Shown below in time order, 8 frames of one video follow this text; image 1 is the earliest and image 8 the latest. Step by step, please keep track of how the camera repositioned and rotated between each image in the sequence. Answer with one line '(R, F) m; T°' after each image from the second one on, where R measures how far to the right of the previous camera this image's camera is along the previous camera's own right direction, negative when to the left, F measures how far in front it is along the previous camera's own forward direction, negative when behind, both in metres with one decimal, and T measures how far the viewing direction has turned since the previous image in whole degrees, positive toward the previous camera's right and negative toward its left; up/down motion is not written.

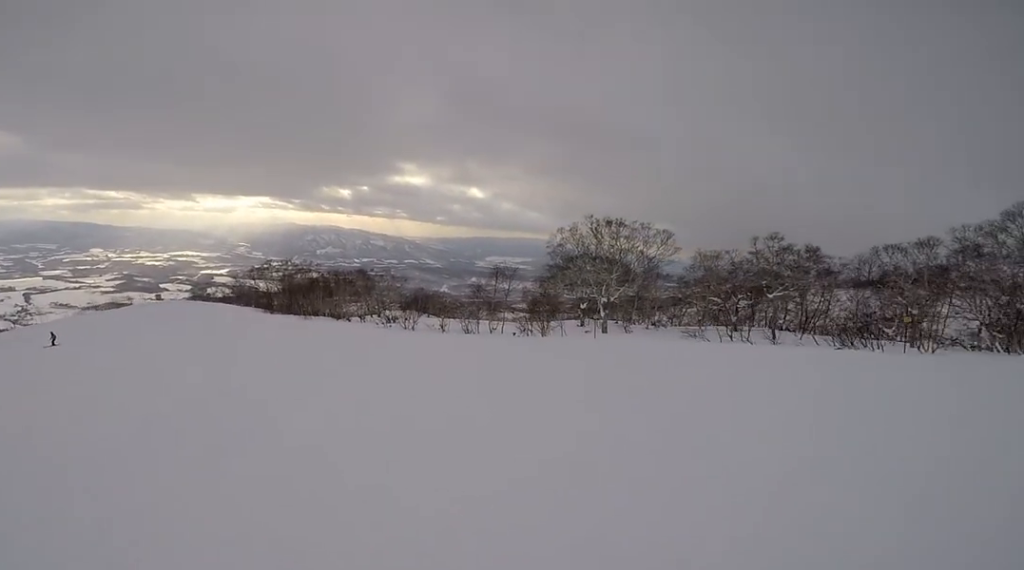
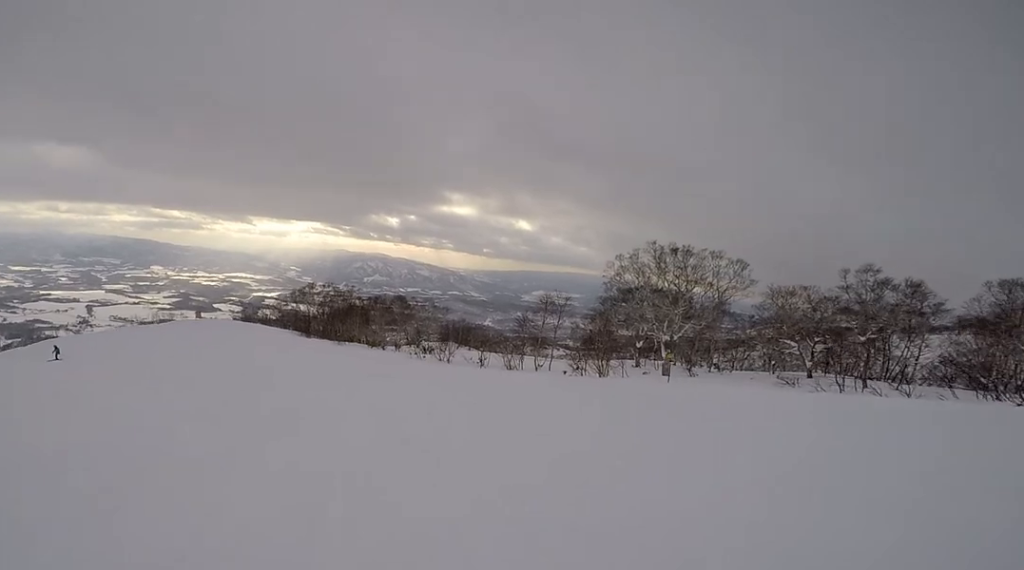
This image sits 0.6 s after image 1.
(+0.2, +3.2) m; +3°
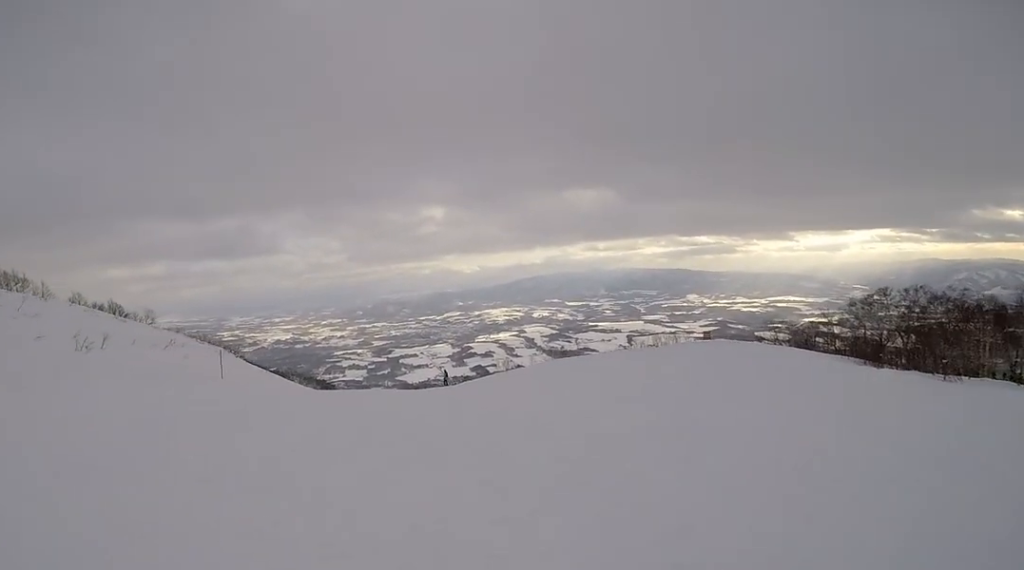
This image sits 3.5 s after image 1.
(-7.3, +10.4) m; -64°
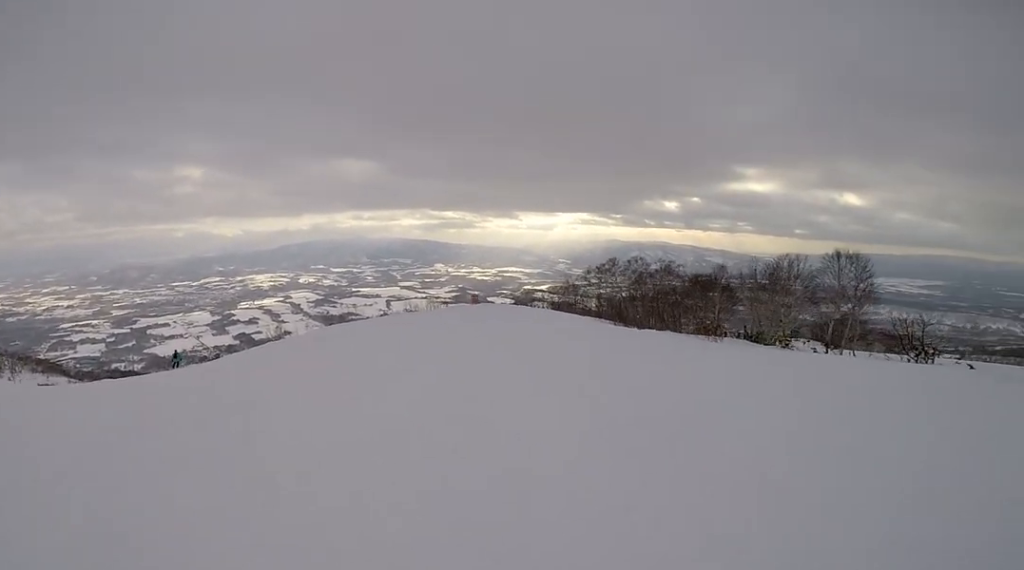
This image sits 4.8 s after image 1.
(+1.5, +6.7) m; +27°
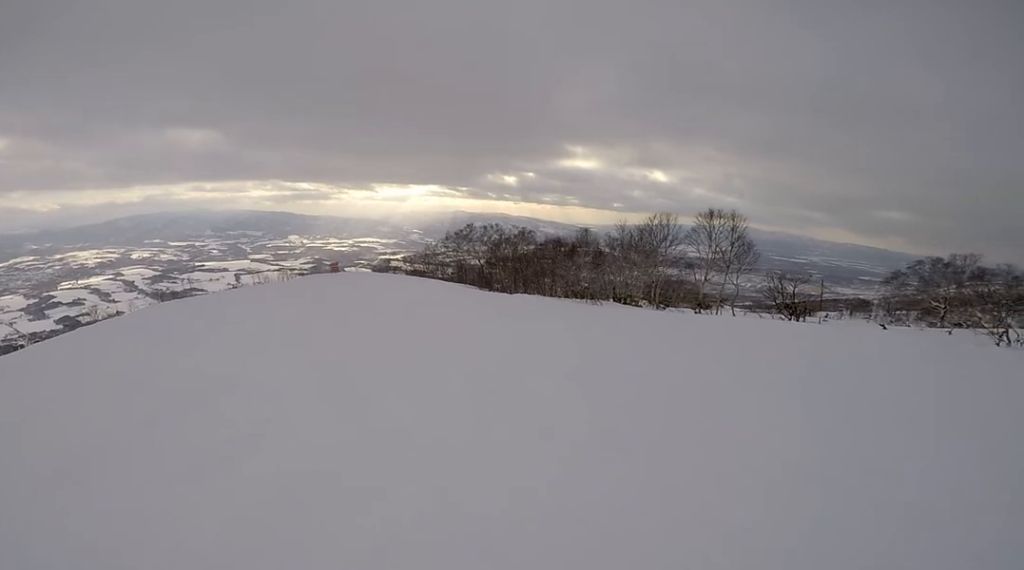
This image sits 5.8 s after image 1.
(+1.0, +5.2) m; +7°
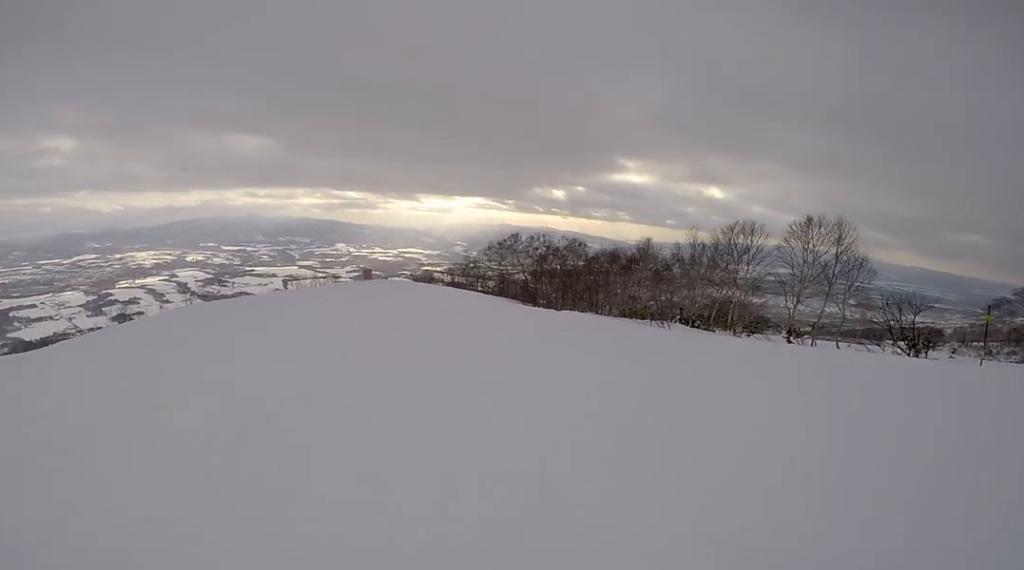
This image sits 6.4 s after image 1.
(-0.3, +3.8) m; -3°
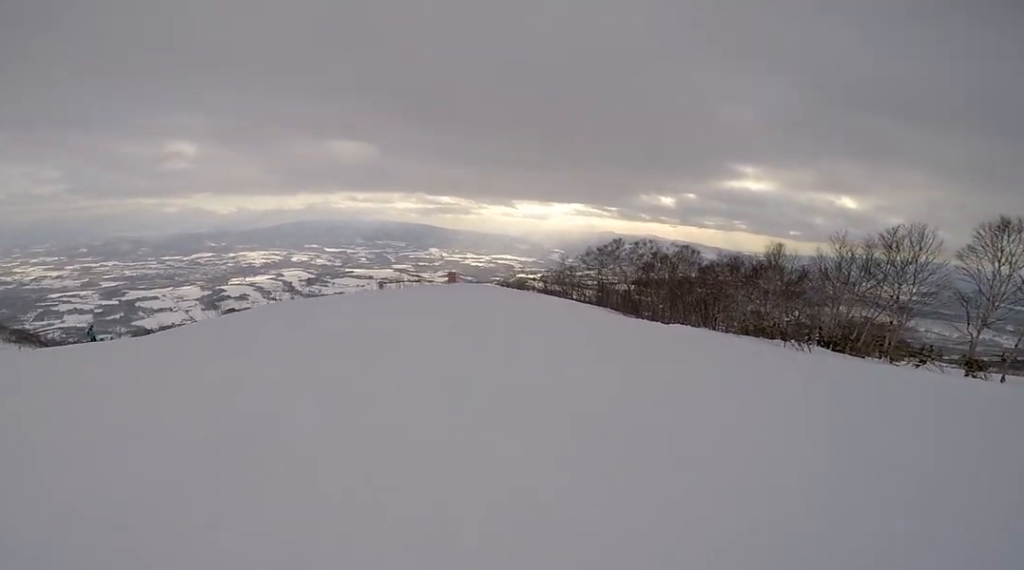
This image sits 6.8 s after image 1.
(0.0, +2.4) m; -6°
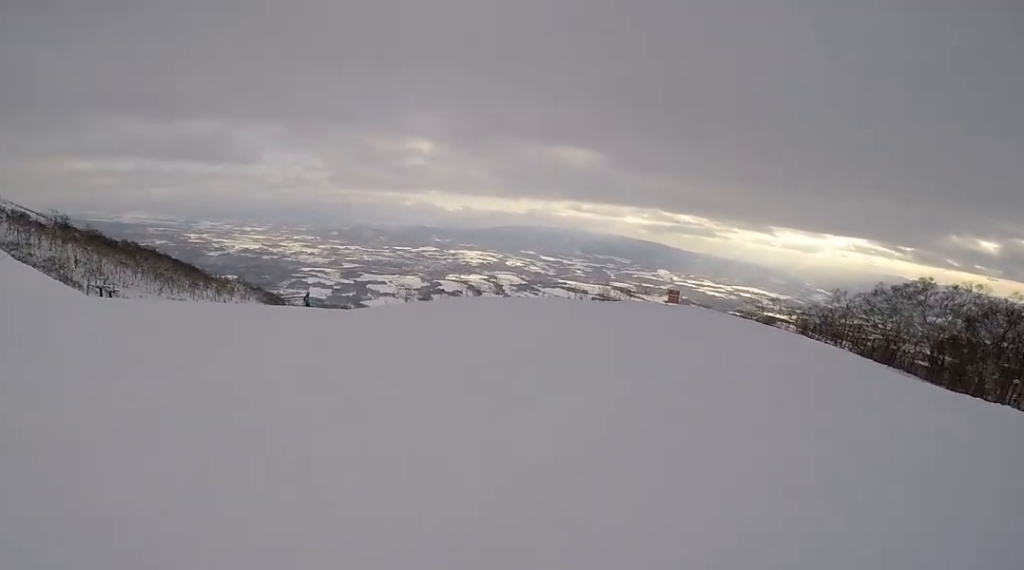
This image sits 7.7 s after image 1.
(-0.1, +5.0) m; -18°
